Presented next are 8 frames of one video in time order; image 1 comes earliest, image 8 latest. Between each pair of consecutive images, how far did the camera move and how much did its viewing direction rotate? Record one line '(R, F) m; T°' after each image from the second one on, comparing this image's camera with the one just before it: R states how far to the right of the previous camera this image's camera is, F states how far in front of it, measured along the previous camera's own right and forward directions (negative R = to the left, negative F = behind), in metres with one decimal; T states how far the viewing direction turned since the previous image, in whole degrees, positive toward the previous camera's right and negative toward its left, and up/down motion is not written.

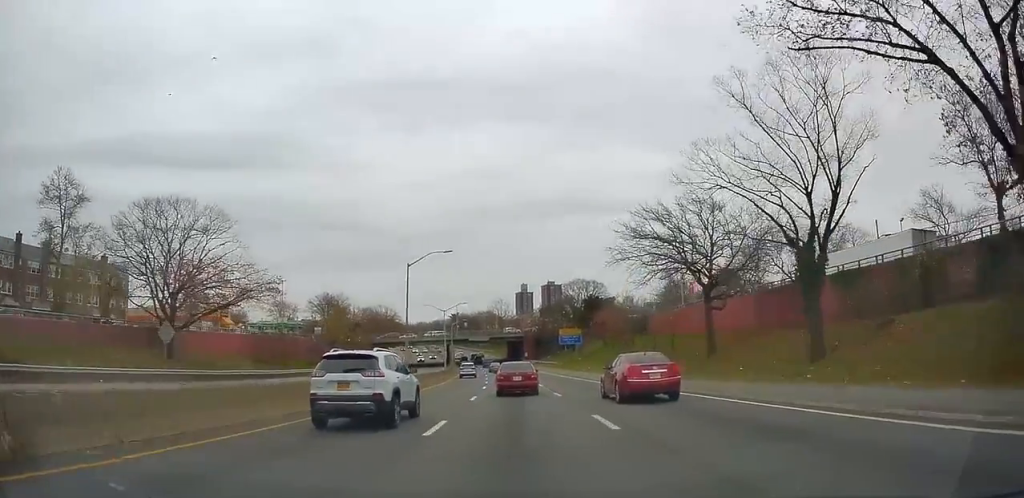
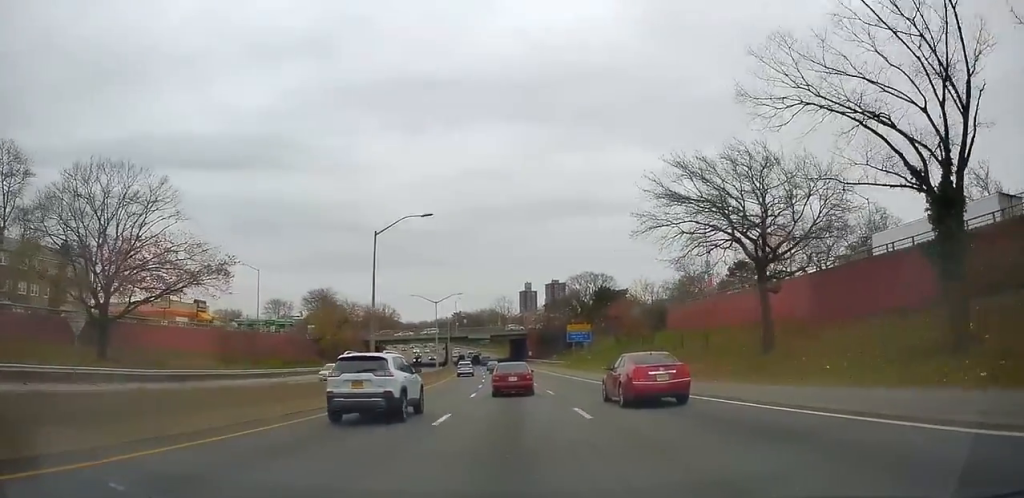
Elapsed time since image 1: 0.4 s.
(+0.1, +9.4) m; -1°
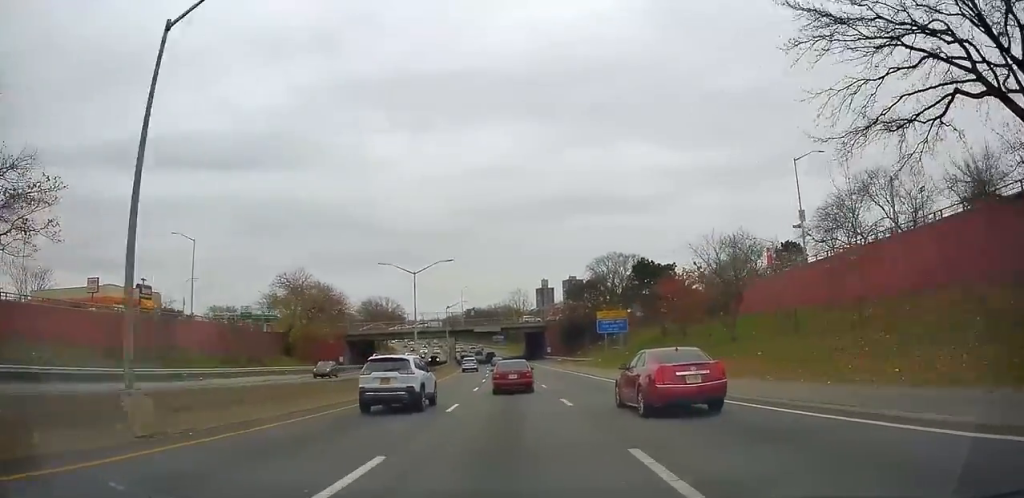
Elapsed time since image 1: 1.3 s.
(-0.5, +20.1) m; -1°
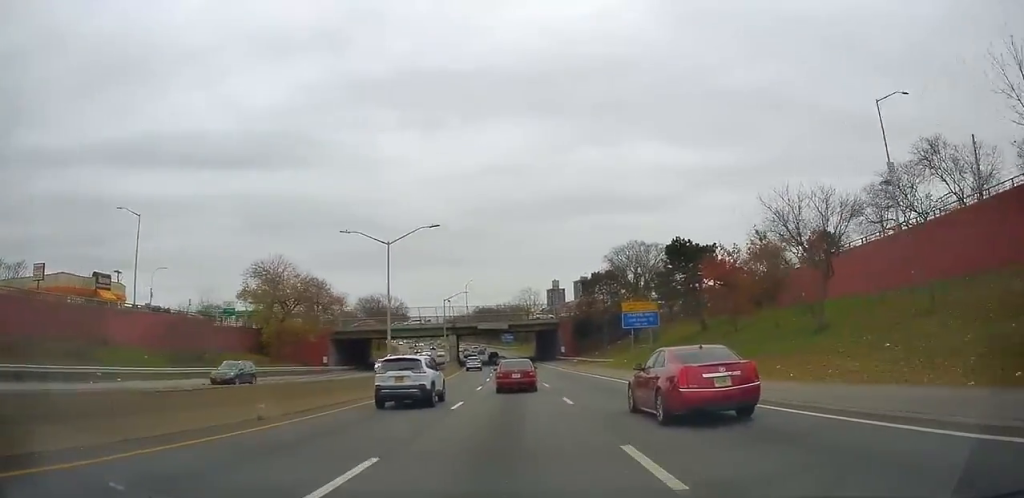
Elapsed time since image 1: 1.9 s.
(-0.2, +11.4) m; 0°
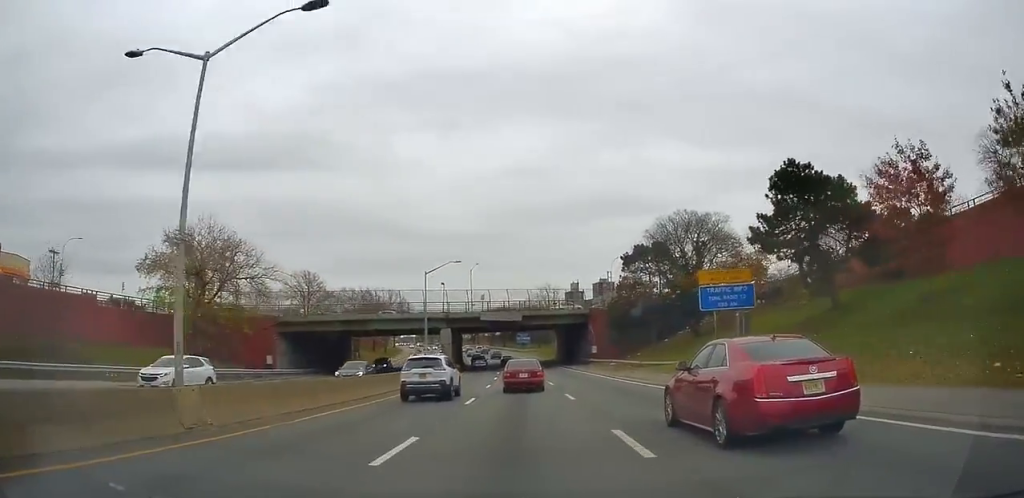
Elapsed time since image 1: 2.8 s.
(+0.6, +21.5) m; 0°
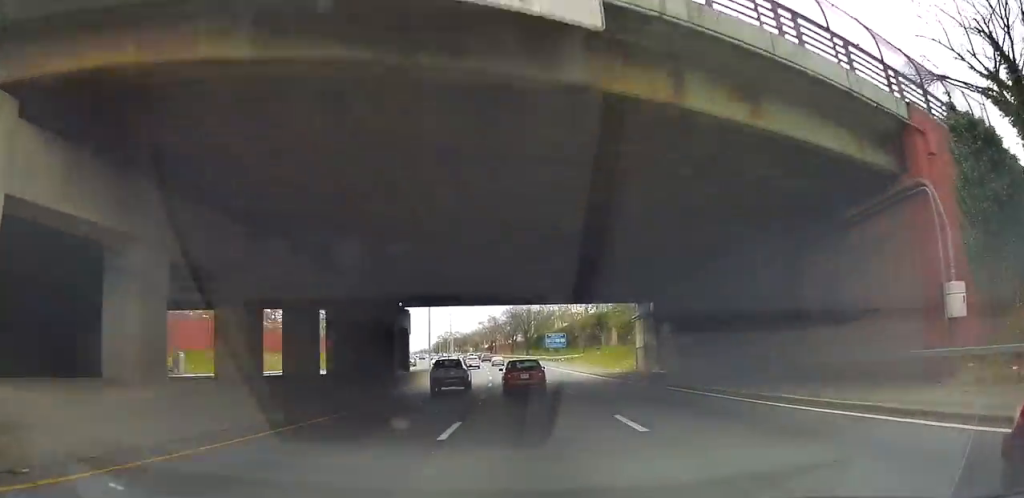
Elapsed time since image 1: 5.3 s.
(-3.1, +56.8) m; -4°
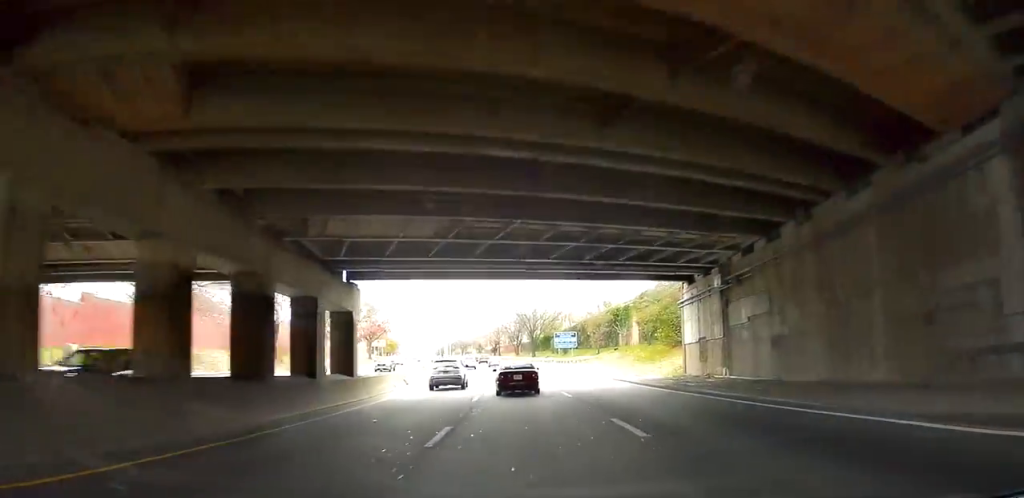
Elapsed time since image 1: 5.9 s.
(+0.1, +12.9) m; 0°
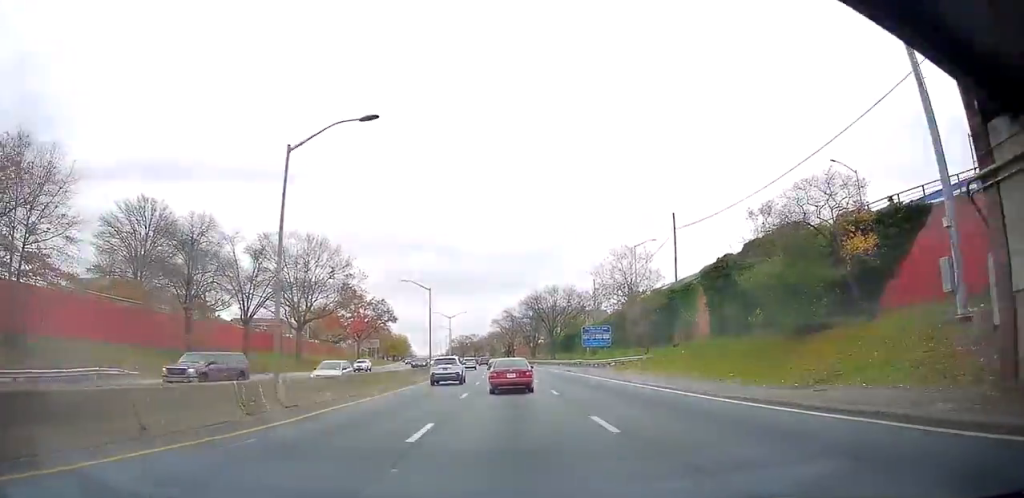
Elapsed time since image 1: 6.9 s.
(-0.3, +23.5) m; -1°
